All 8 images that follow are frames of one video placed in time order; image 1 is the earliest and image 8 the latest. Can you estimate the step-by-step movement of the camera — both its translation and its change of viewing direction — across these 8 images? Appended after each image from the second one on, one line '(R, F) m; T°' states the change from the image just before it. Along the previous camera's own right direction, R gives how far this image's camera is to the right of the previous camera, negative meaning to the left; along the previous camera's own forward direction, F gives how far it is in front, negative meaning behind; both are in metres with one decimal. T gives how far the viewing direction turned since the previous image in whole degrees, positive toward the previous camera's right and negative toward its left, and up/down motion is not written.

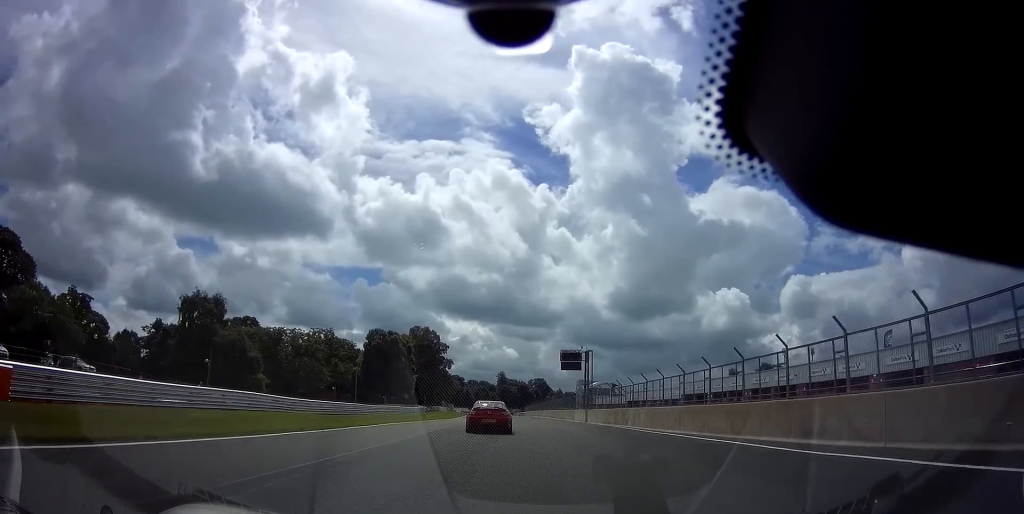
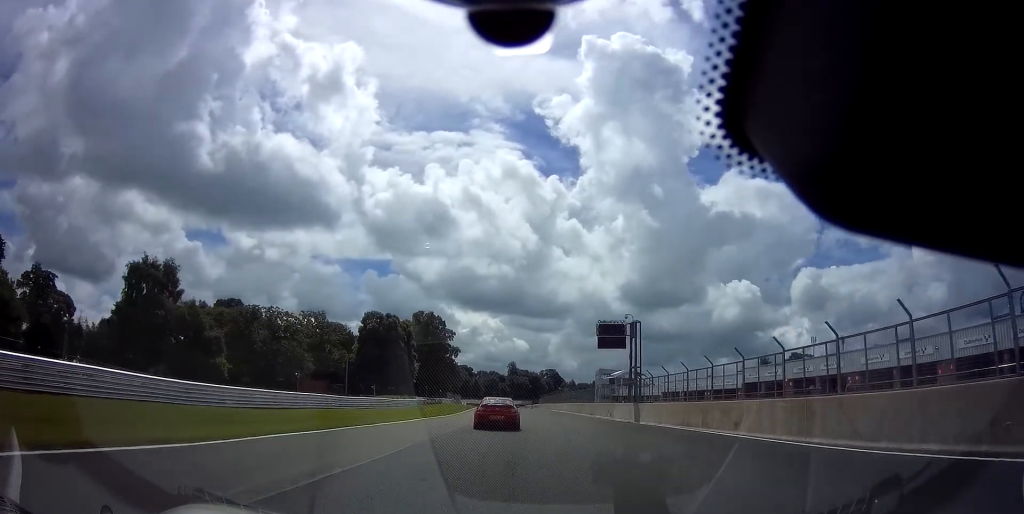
(-0.1, +14.5) m; -1°
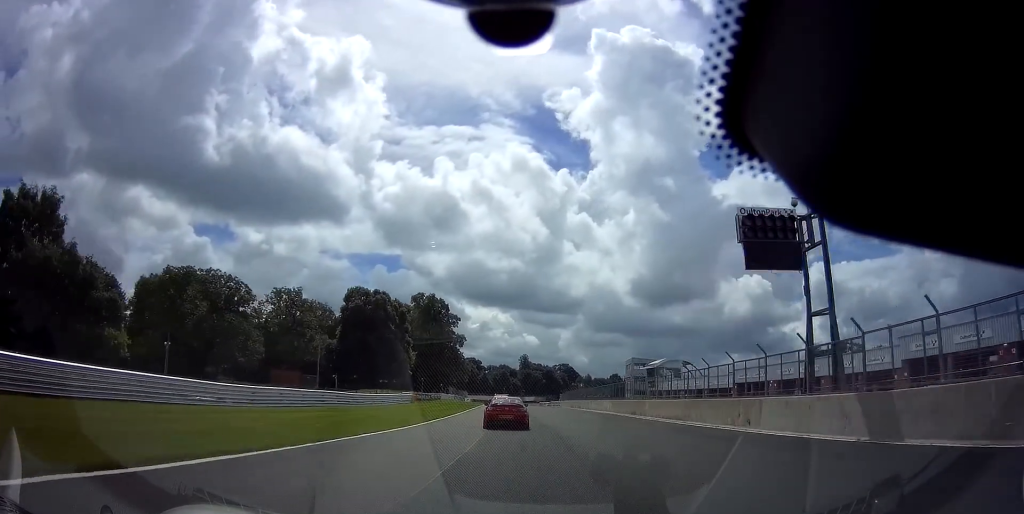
(-0.2, +21.7) m; -1°
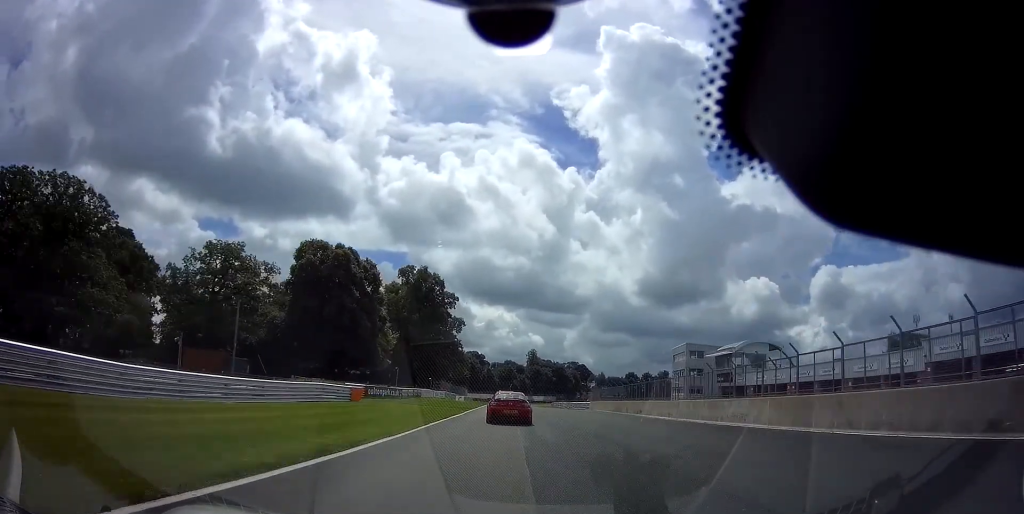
(-0.2, +27.7) m; -1°
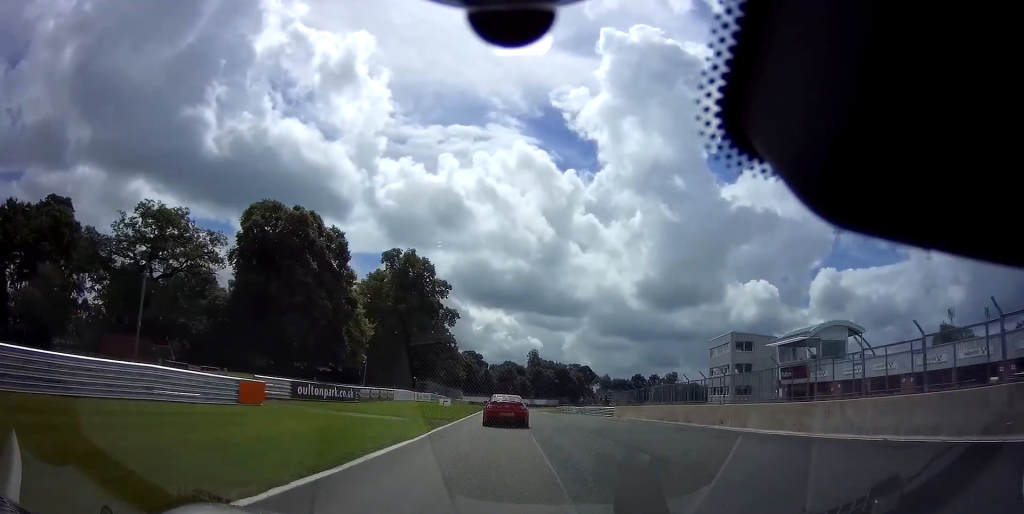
(0.0, +15.7) m; 0°
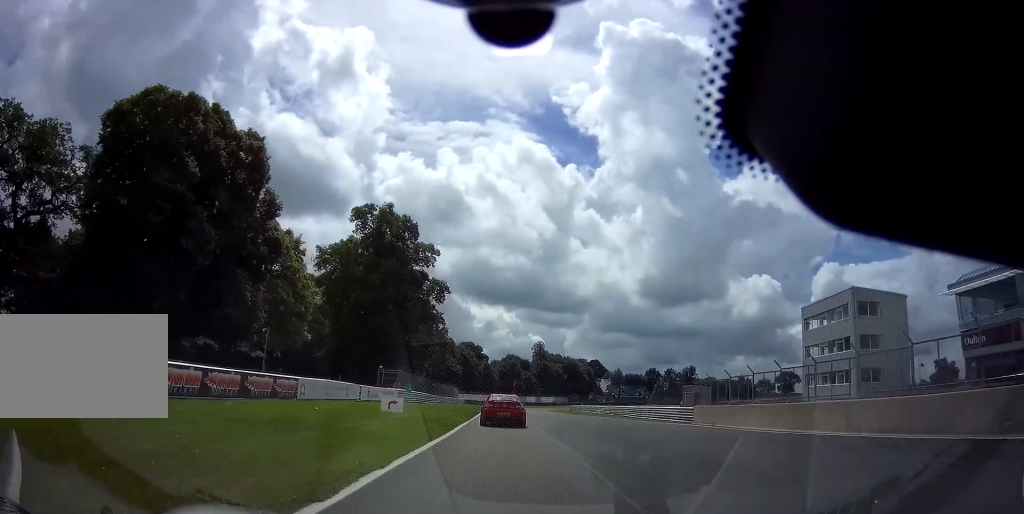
(0.0, +22.9) m; 0°
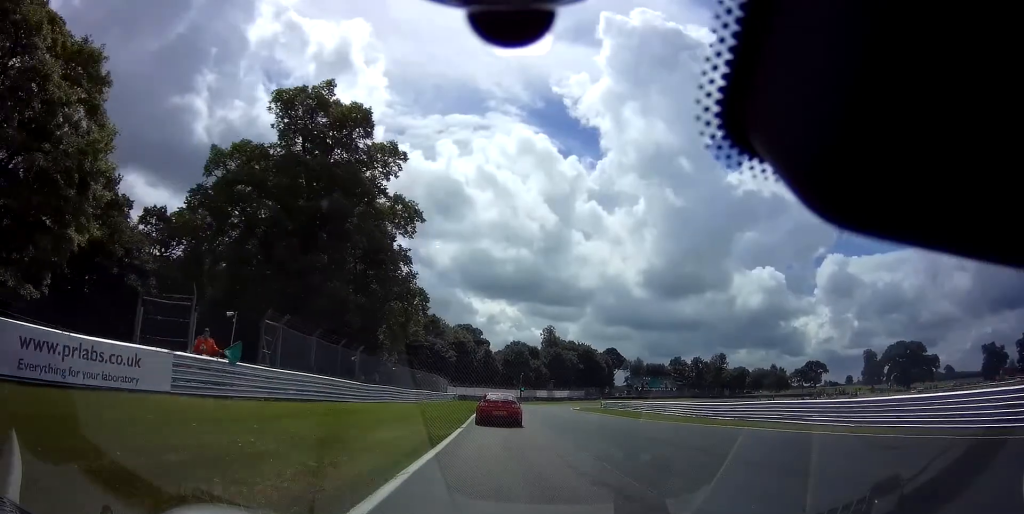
(0.0, +31.4) m; 0°
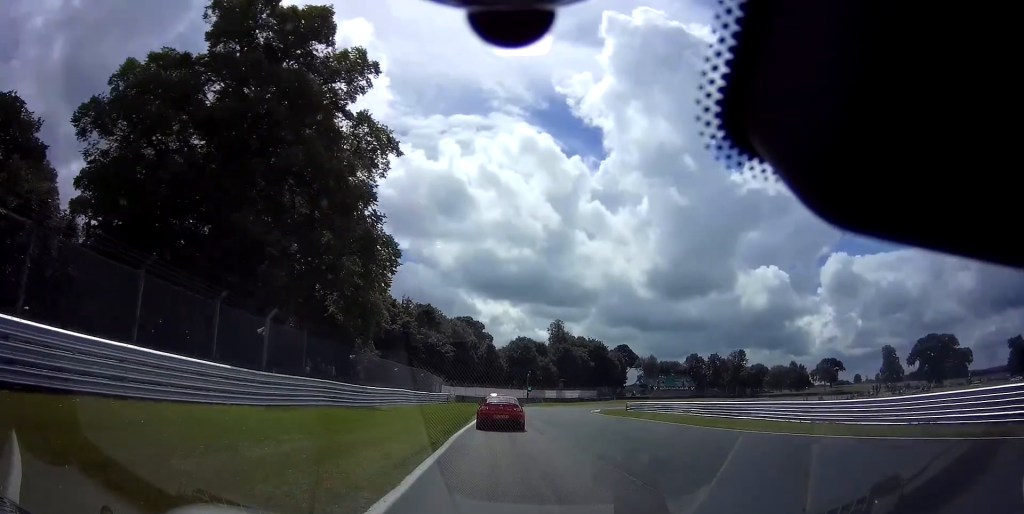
(0.0, +14.6) m; 0°
